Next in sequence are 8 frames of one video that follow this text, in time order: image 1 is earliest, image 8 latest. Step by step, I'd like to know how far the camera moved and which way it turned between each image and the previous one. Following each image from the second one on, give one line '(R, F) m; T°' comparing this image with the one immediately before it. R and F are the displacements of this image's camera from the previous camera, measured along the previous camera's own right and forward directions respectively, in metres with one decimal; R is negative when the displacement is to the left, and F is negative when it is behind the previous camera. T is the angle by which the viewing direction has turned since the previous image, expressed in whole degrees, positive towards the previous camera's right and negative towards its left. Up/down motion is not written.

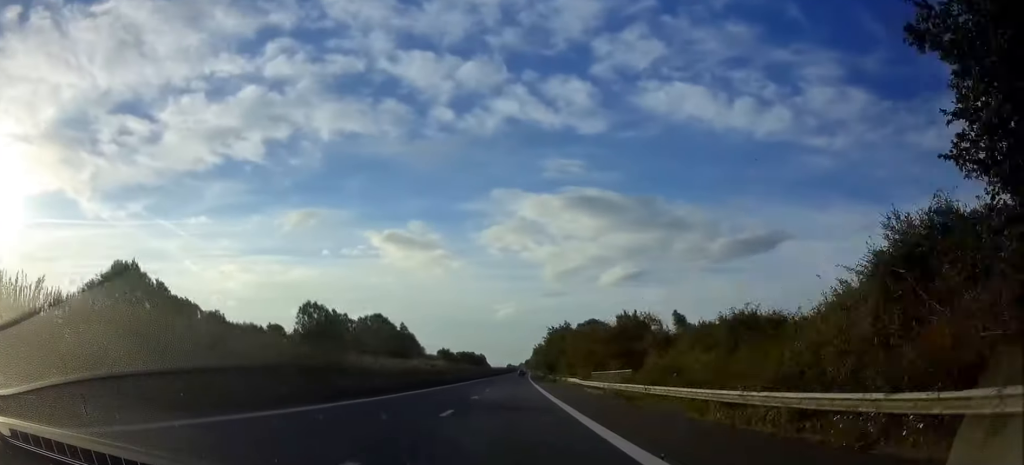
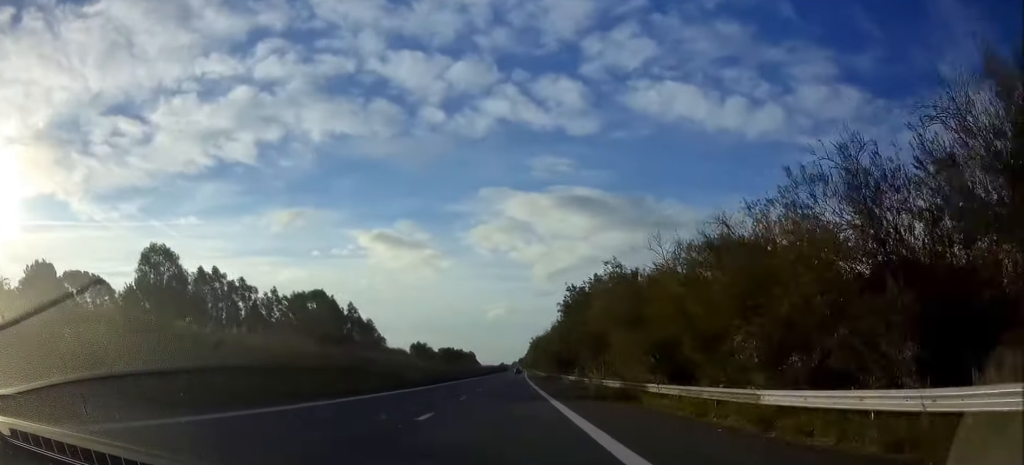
(+0.1, +52.0) m; 0°
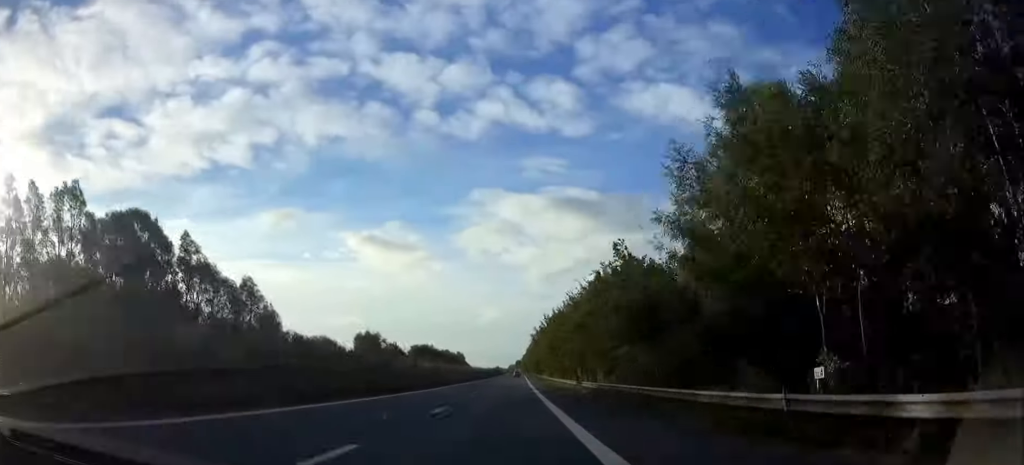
(-0.1, +70.0) m; 0°
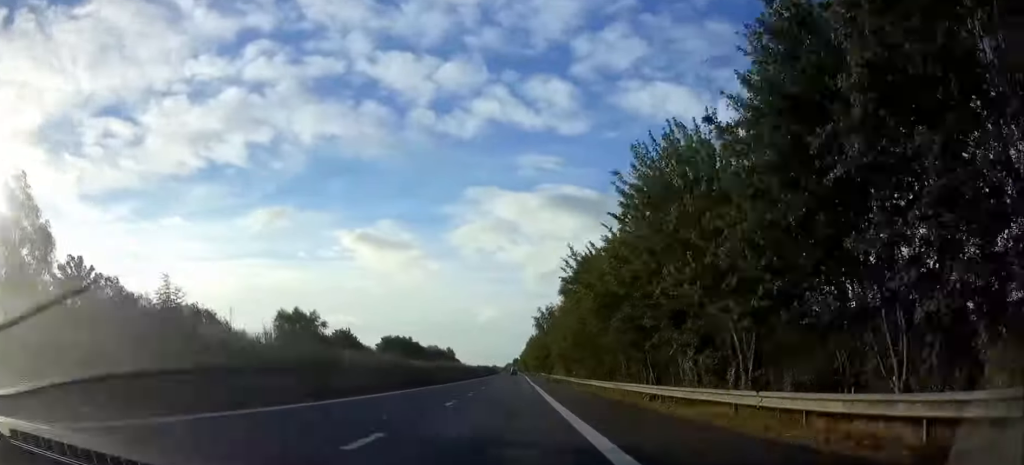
(0.0, +47.2) m; 0°
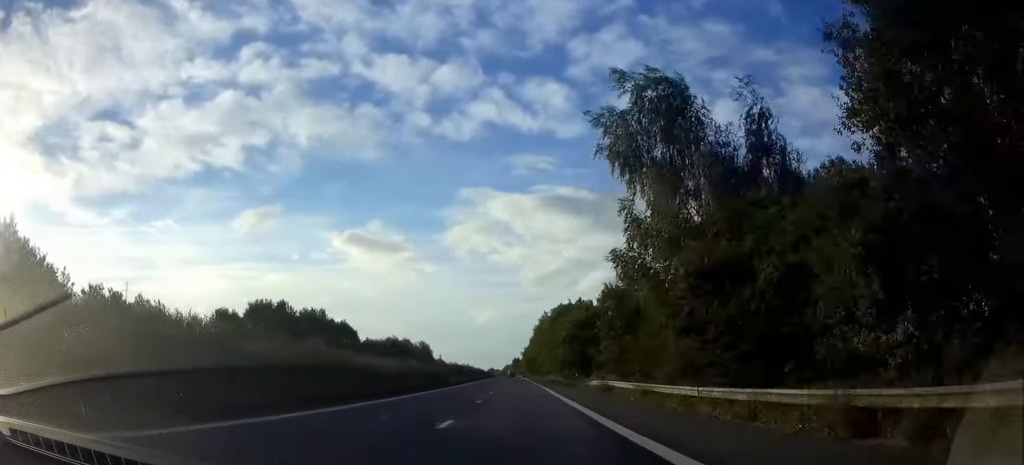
(+0.2, +94.5) m; 0°
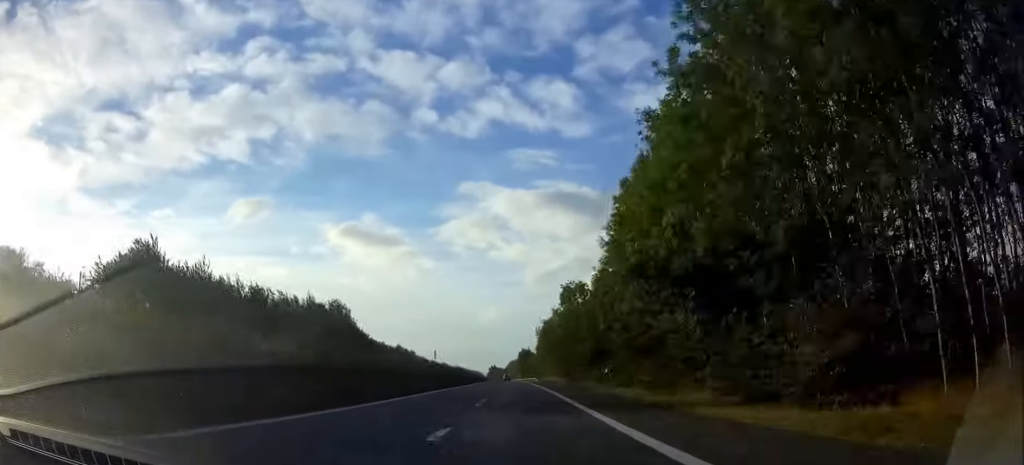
(-0.8, +126.0) m; -1°
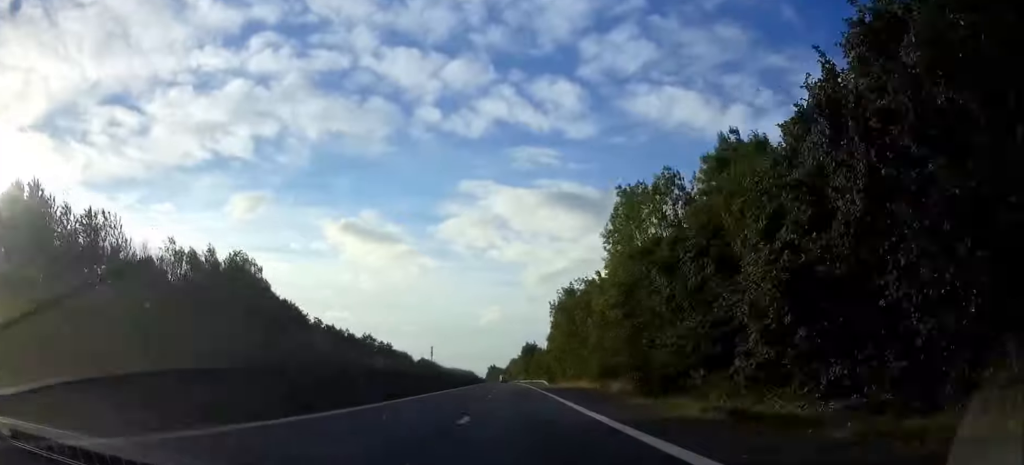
(0.0, +45.1) m; 0°
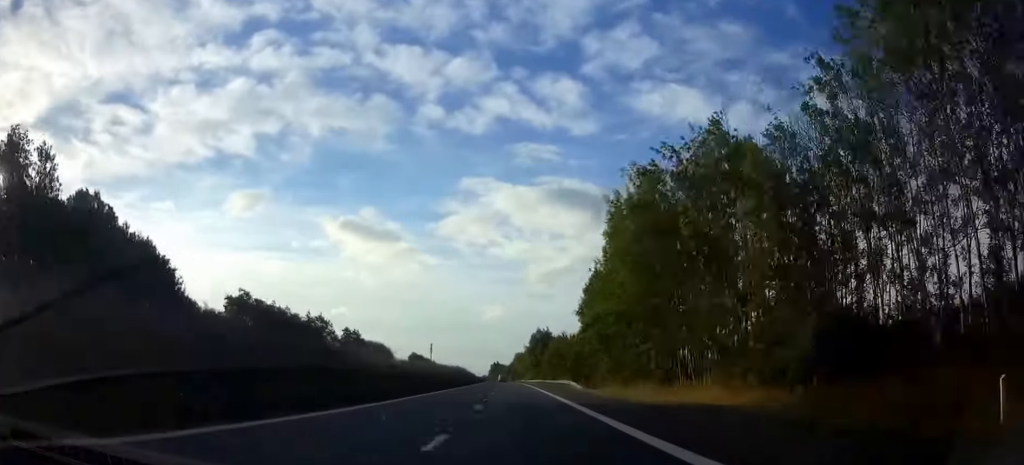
(-0.2, +43.0) m; -1°
